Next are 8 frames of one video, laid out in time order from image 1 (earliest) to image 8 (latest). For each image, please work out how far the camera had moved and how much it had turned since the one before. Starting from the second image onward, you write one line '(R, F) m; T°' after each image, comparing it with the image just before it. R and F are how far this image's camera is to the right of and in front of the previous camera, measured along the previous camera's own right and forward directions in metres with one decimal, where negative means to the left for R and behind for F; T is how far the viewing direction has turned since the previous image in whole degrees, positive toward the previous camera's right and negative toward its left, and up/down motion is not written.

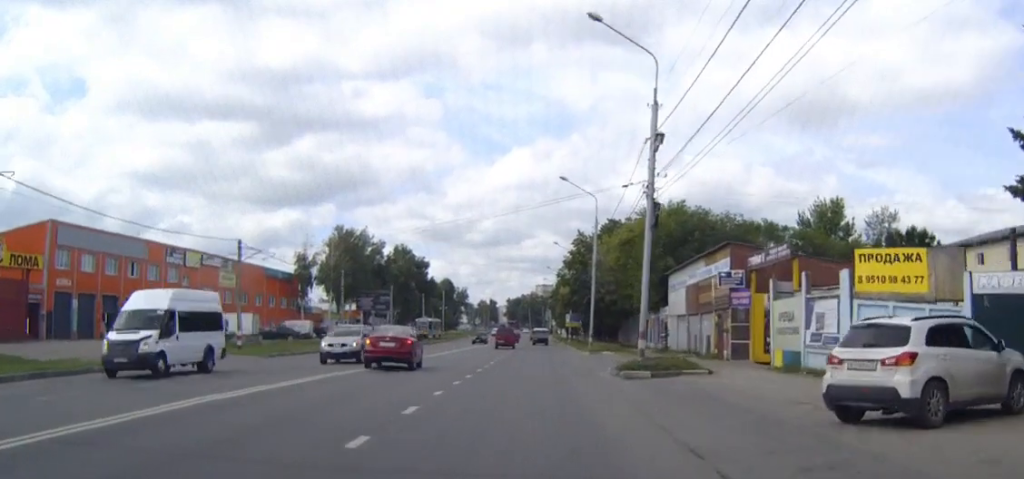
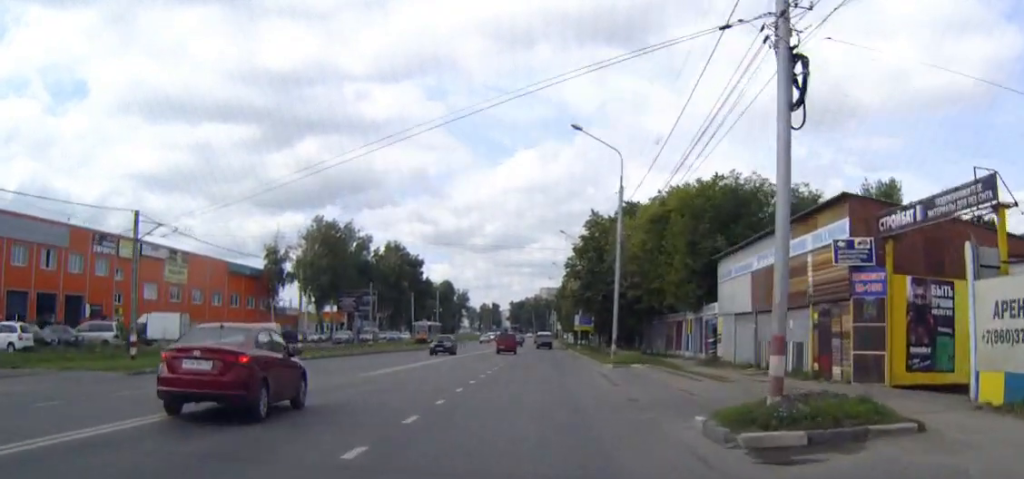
(-0.1, +16.5) m; 0°
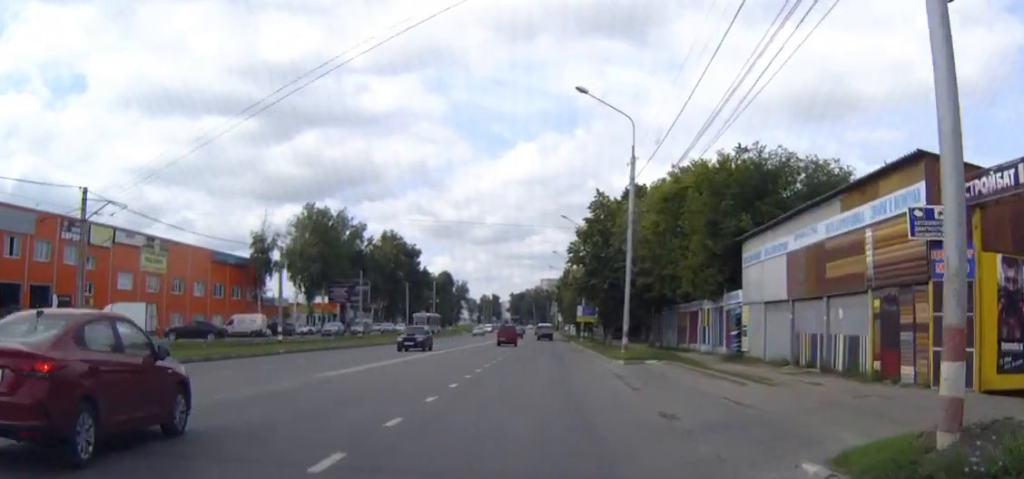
(0.0, +5.5) m; 0°
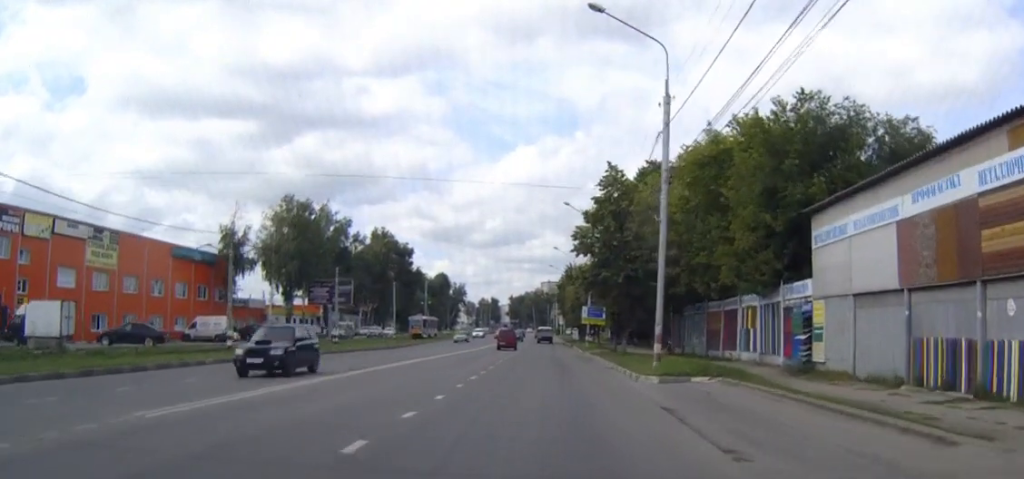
(0.0, +10.6) m; 0°
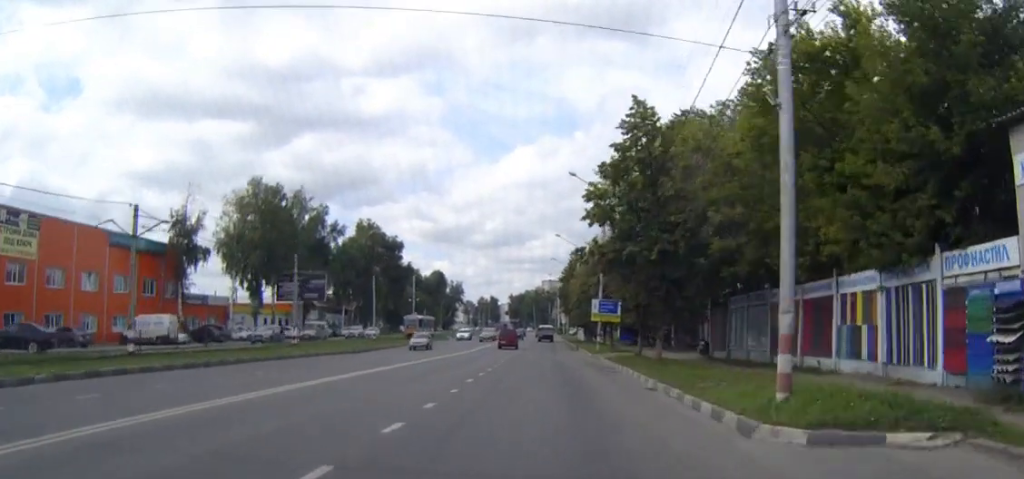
(0.0, +13.8) m; 0°
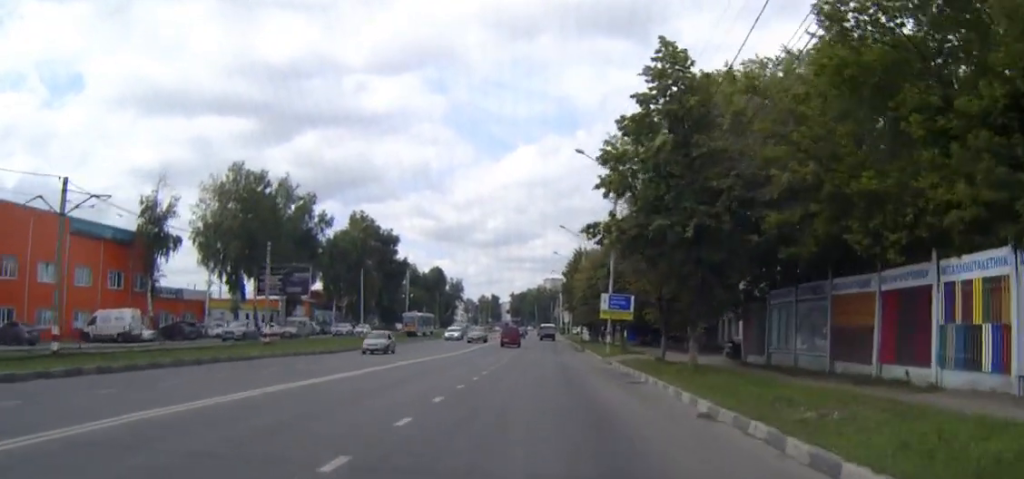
(0.0, +7.4) m; 0°
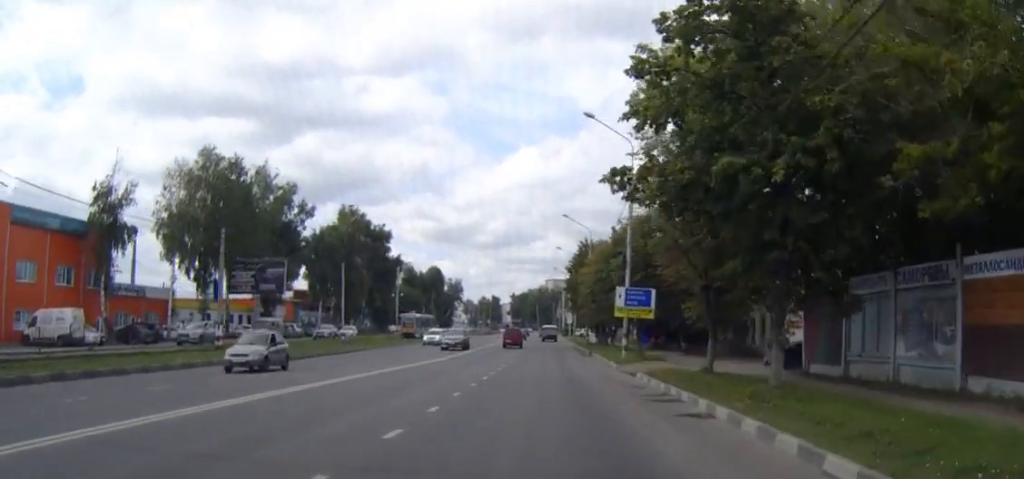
(-0.1, +9.2) m; 0°
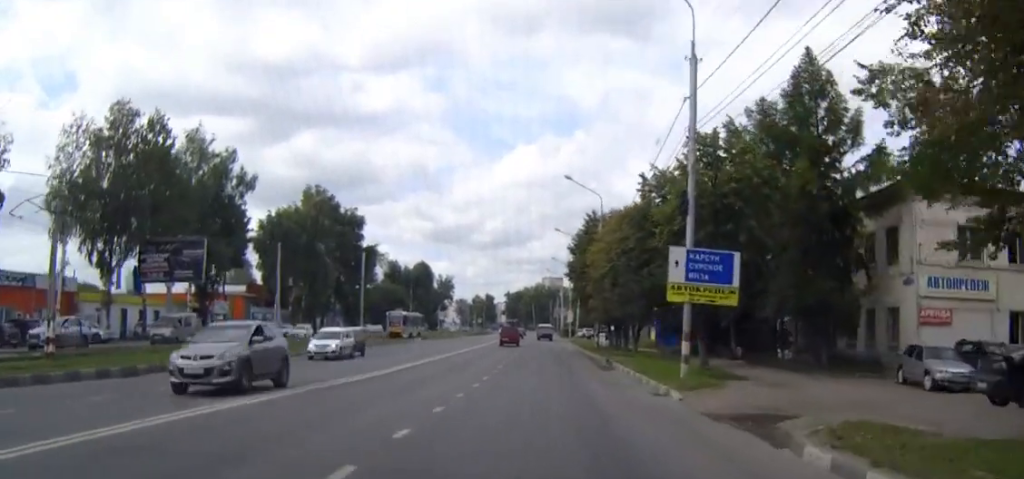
(0.0, +19.0) m; 0°
